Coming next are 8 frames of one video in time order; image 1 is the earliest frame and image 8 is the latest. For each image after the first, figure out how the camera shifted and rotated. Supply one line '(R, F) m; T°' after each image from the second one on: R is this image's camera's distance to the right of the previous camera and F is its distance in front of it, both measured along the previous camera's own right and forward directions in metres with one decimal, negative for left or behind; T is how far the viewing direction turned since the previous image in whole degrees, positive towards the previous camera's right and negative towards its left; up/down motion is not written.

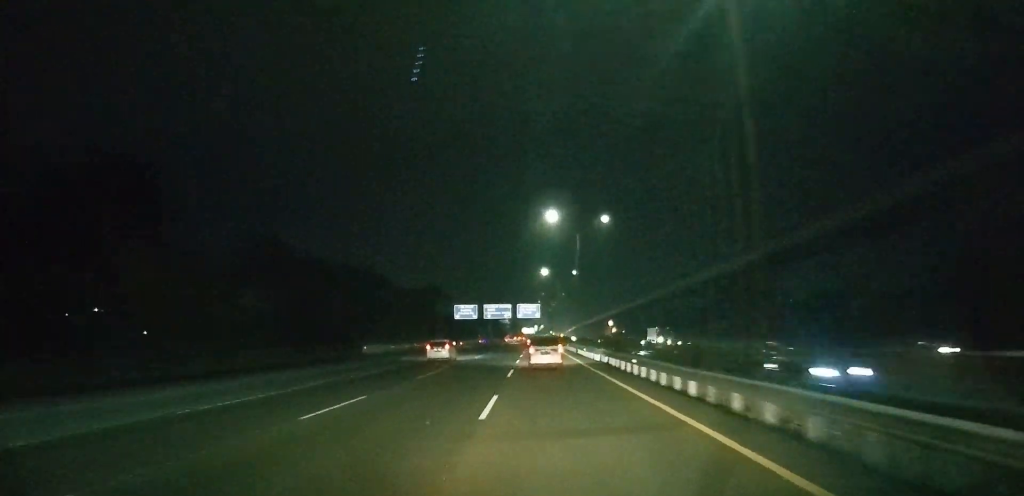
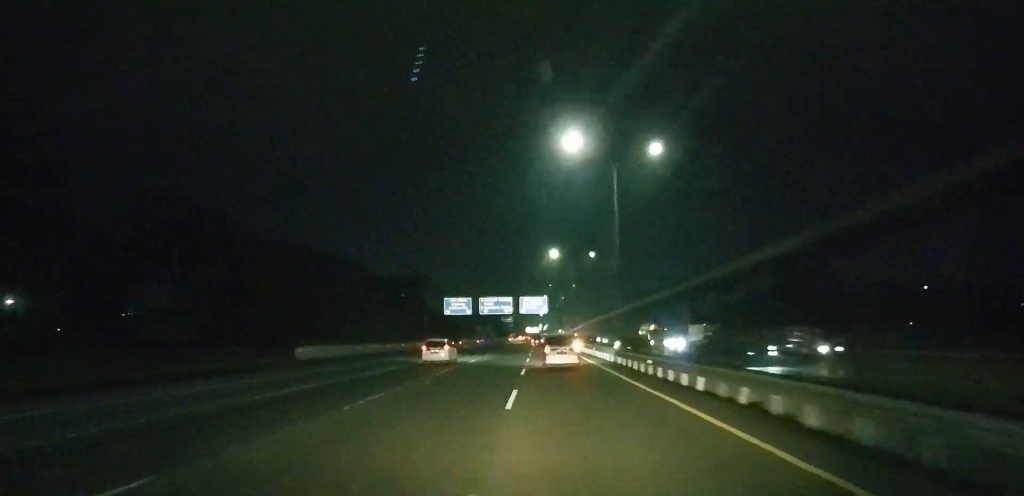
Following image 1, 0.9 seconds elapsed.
(-0.2, +25.4) m; -1°
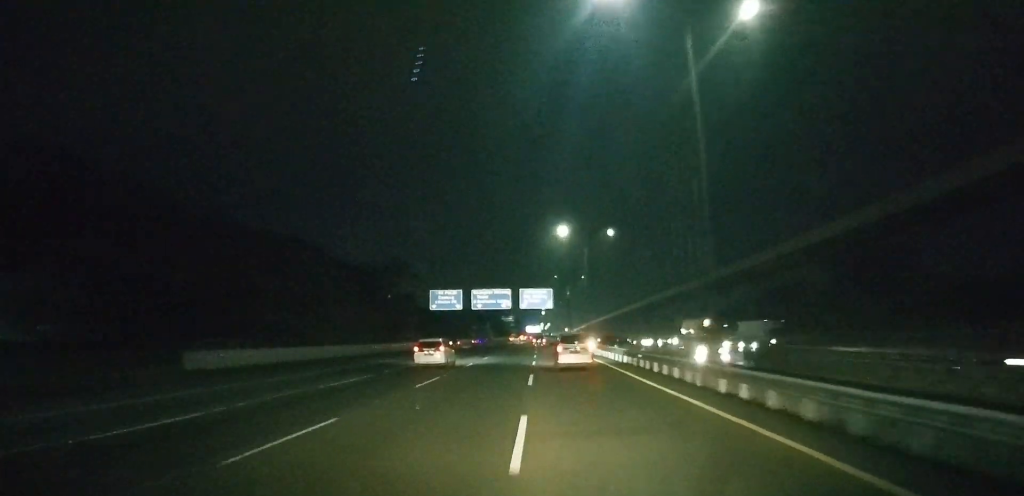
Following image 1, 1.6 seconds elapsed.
(0.0, +19.0) m; 0°
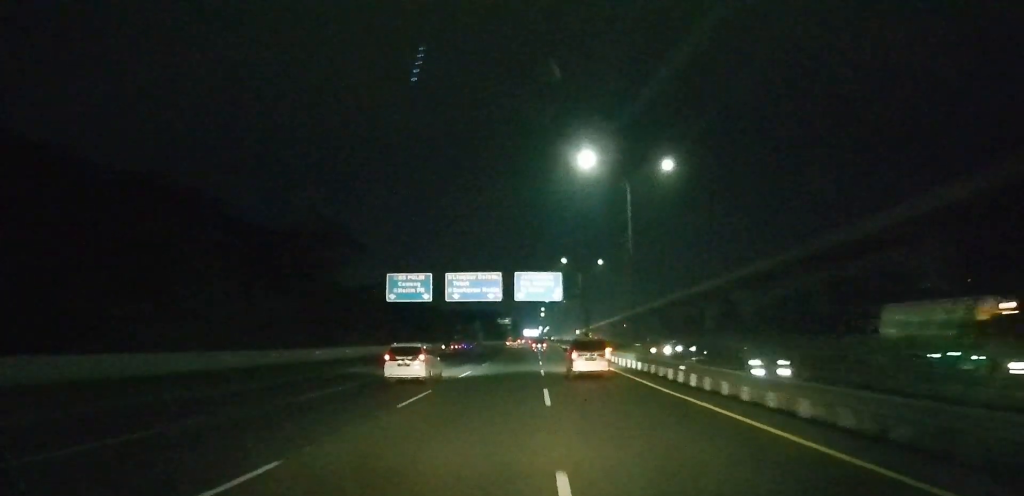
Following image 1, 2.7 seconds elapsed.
(-0.1, +31.7) m; 0°
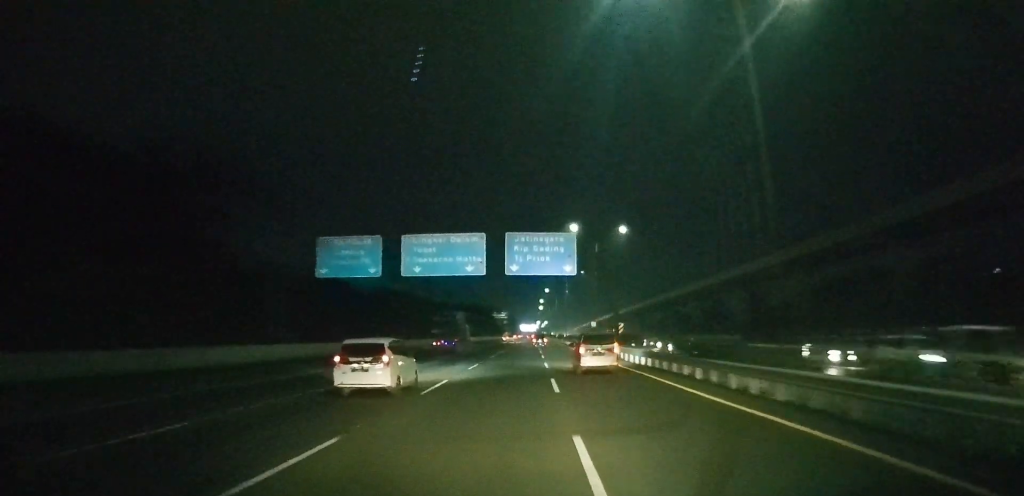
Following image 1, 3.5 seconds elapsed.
(0.0, +24.4) m; 0°
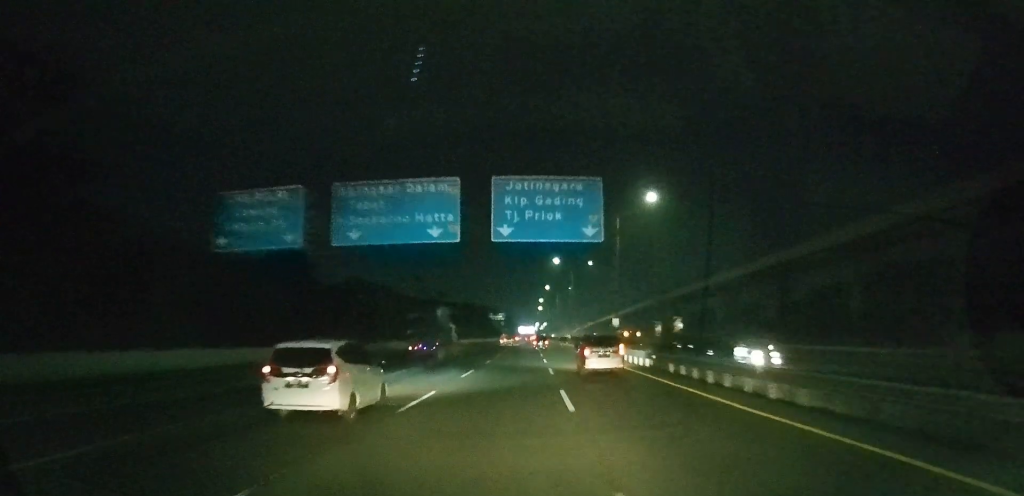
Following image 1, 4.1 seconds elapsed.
(0.0, +18.0) m; 0°
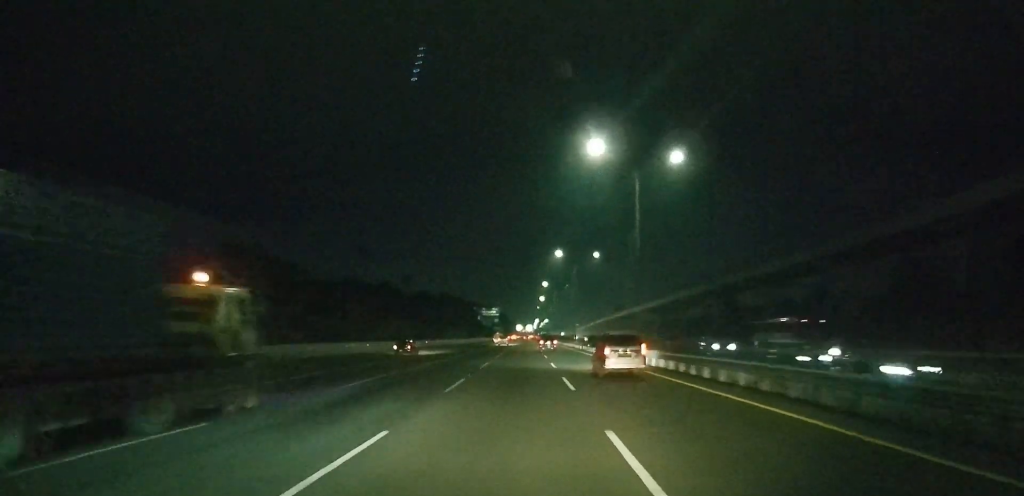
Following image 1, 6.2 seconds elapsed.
(+0.4, +65.8) m; +1°
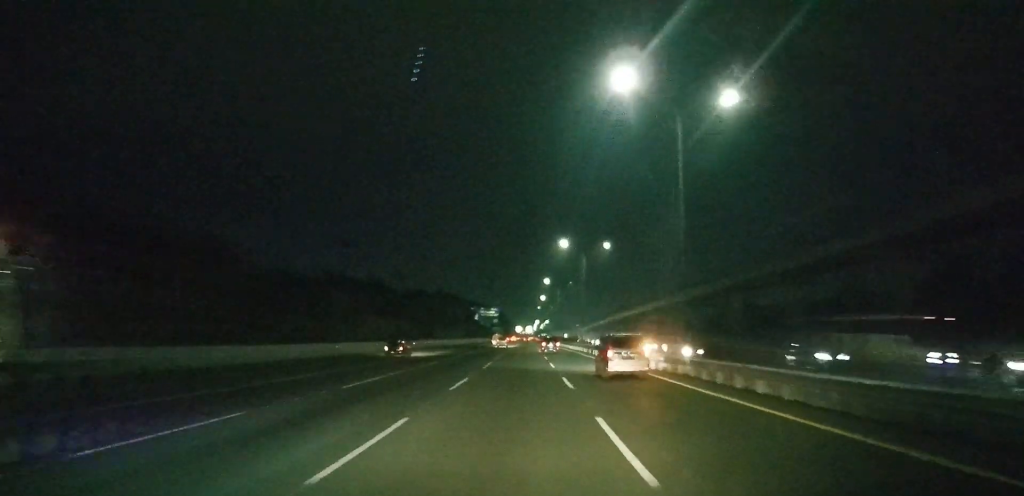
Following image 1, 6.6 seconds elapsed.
(0.0, +14.3) m; 0°
